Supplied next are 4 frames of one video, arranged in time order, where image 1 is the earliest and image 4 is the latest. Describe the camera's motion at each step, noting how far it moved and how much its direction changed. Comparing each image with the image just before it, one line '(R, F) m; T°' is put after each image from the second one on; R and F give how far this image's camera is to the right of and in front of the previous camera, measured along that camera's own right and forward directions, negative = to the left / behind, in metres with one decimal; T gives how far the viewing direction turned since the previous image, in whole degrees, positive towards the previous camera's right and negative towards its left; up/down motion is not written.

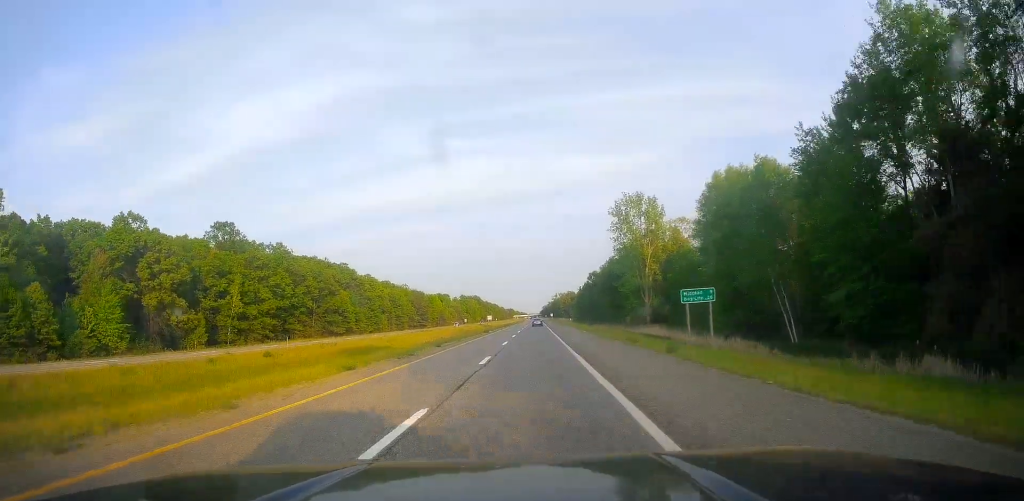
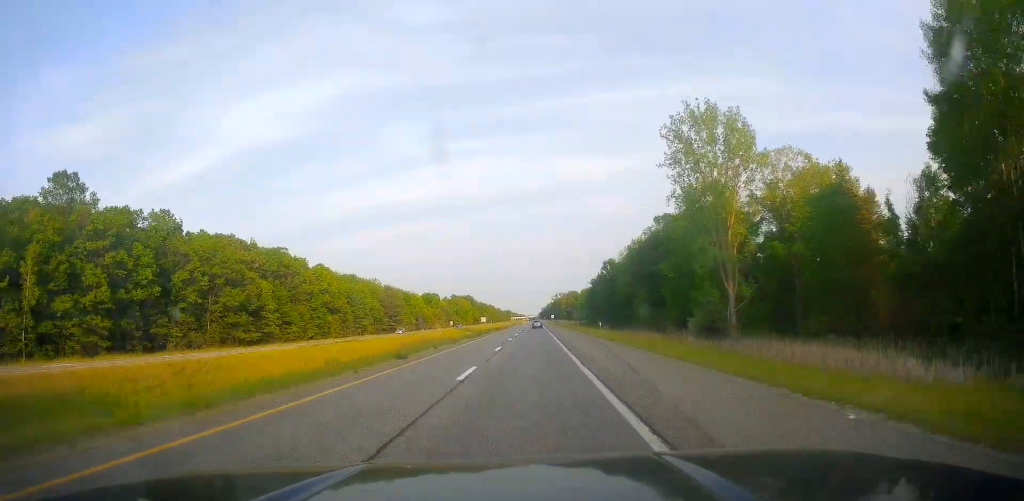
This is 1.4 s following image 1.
(+0.1, +50.4) m; 0°
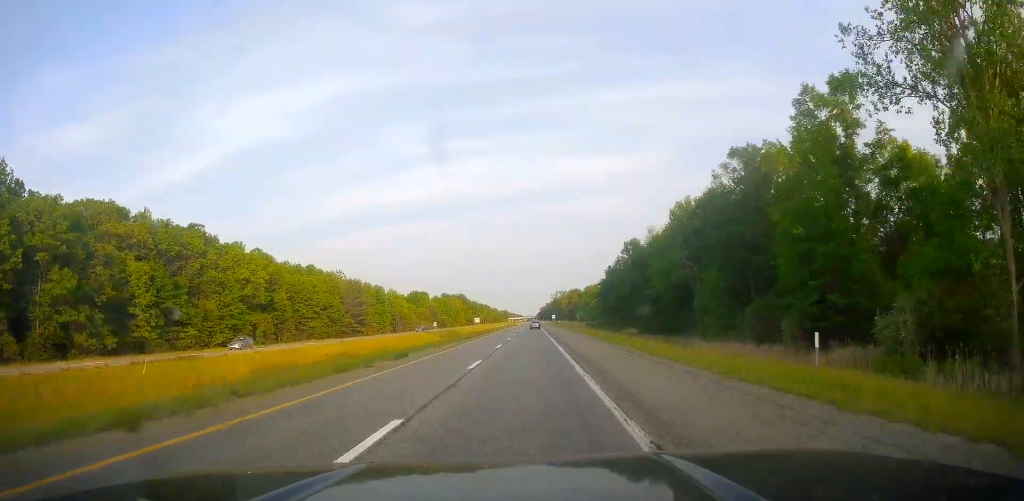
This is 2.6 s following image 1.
(+0.1, +41.9) m; +1°
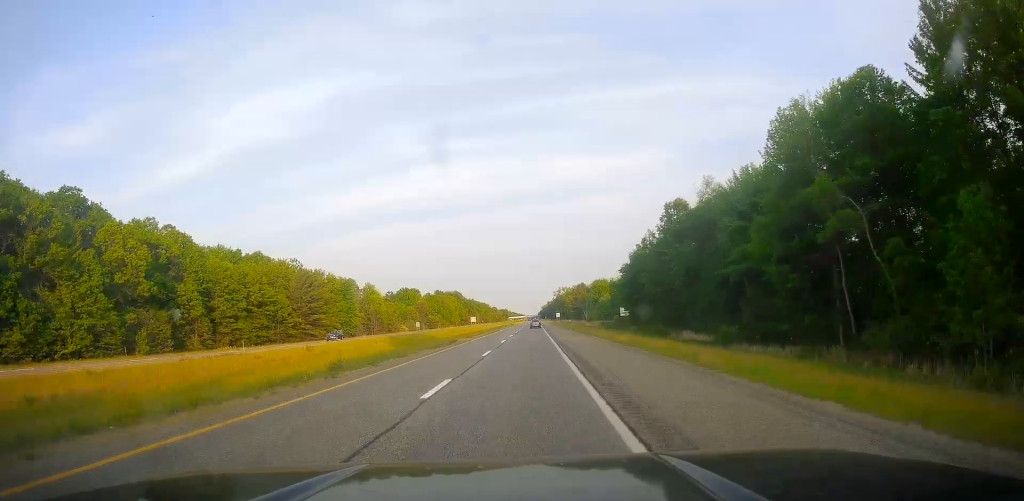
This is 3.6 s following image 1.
(+0.2, +38.3) m; 0°
